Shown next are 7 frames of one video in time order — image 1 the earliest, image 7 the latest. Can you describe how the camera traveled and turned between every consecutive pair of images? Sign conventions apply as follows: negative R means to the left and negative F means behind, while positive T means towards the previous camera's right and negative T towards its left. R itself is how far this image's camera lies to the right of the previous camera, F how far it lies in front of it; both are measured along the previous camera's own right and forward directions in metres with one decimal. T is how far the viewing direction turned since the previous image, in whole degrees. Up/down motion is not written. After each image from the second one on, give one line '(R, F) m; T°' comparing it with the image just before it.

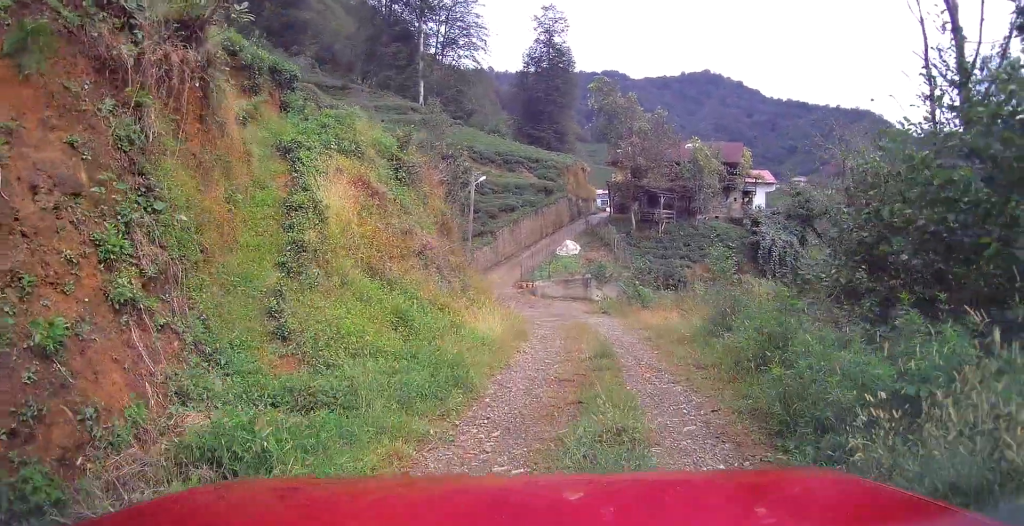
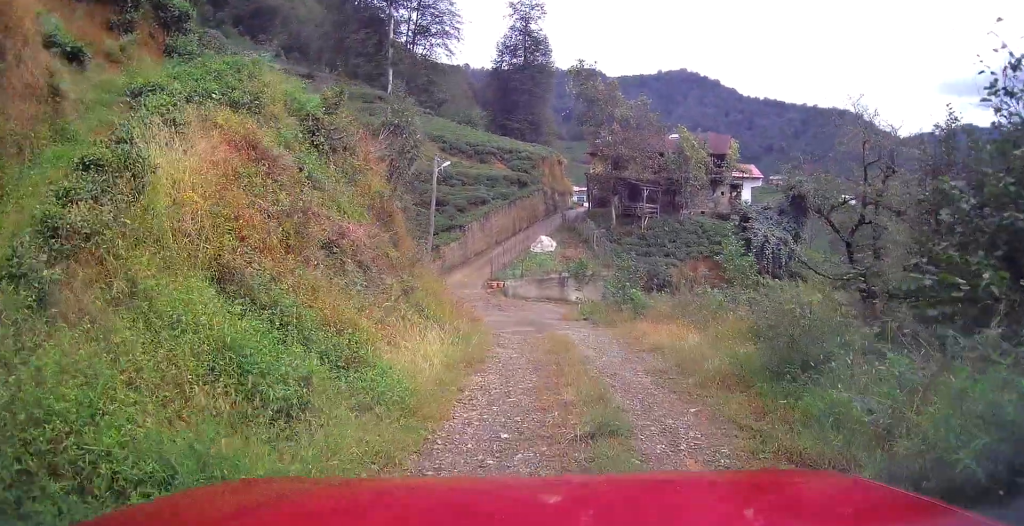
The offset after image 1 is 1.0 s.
(+0.1, +4.1) m; +6°
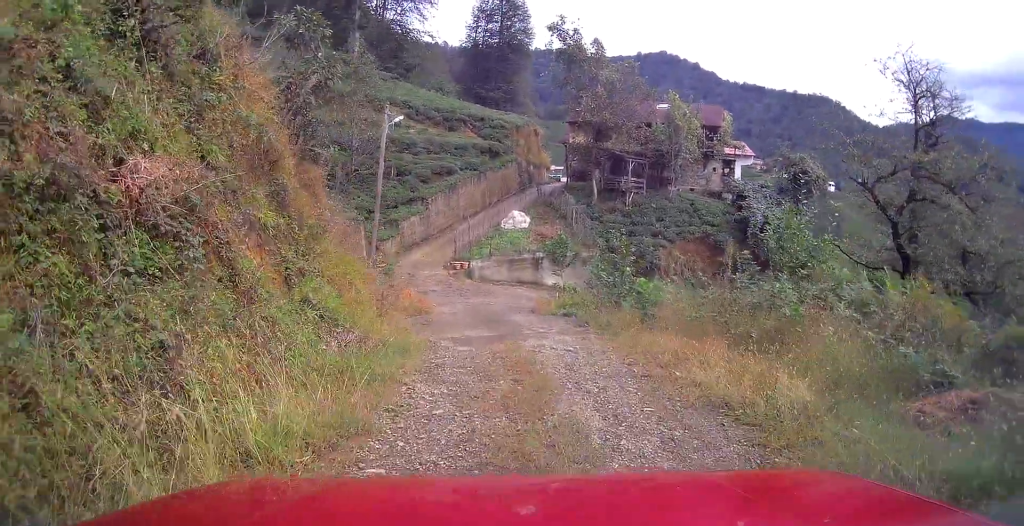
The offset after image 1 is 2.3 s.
(+0.4, +5.1) m; +5°
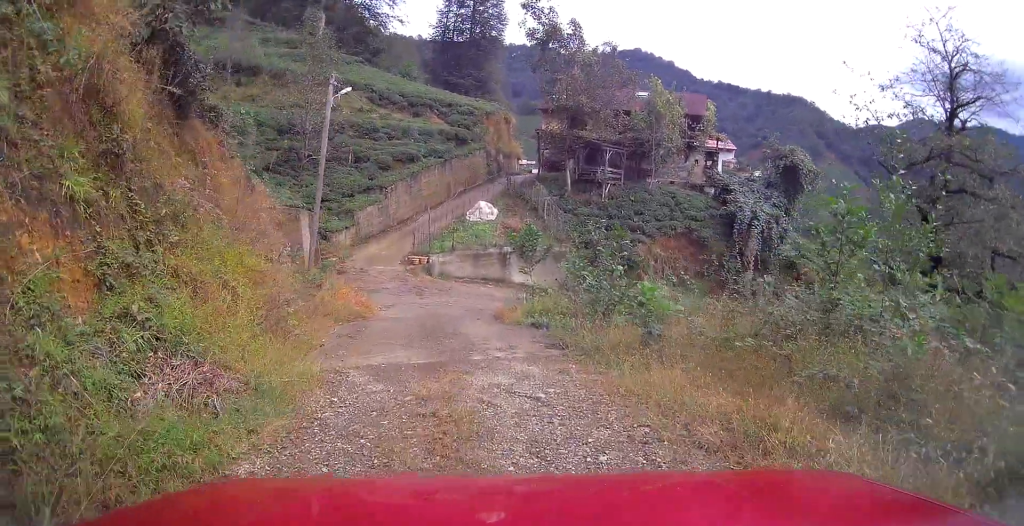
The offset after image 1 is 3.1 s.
(0.0, +3.4) m; -1°
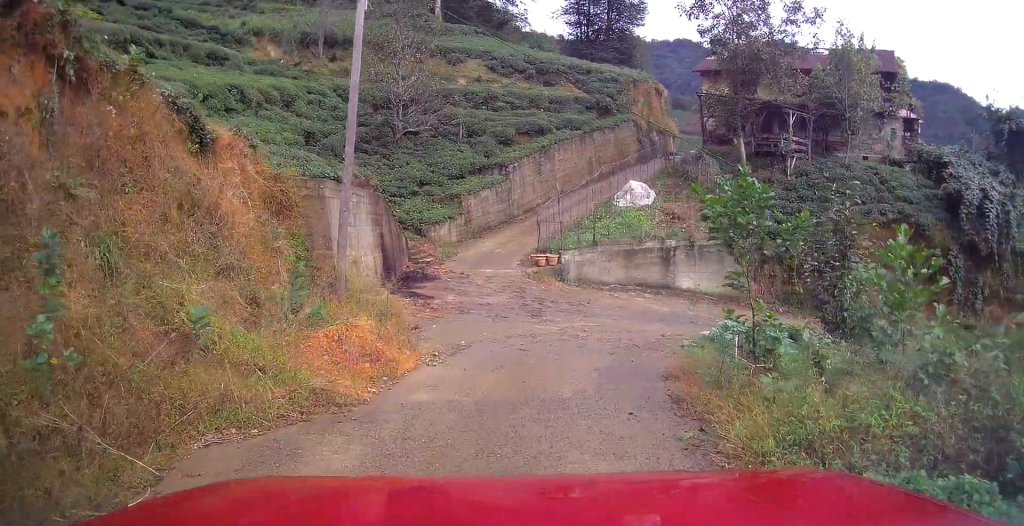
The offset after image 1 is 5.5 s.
(-0.8, +9.2) m; -12°
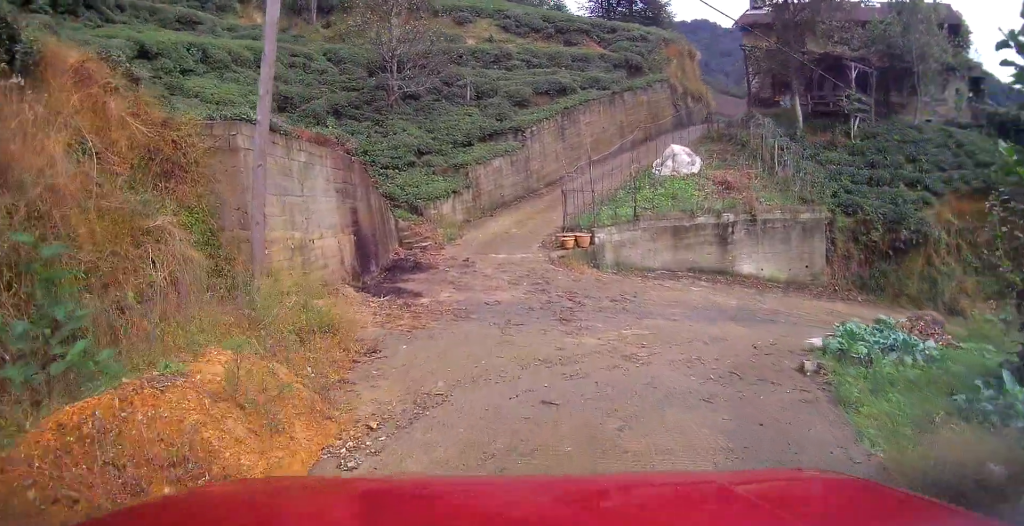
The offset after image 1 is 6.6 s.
(-0.2, +4.5) m; -1°
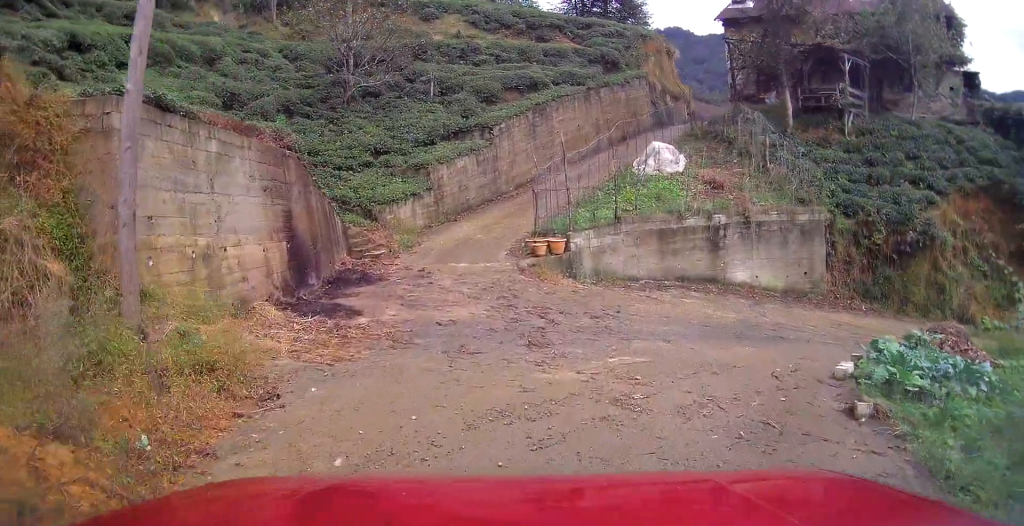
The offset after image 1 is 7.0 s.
(-0.2, +1.9) m; +5°
